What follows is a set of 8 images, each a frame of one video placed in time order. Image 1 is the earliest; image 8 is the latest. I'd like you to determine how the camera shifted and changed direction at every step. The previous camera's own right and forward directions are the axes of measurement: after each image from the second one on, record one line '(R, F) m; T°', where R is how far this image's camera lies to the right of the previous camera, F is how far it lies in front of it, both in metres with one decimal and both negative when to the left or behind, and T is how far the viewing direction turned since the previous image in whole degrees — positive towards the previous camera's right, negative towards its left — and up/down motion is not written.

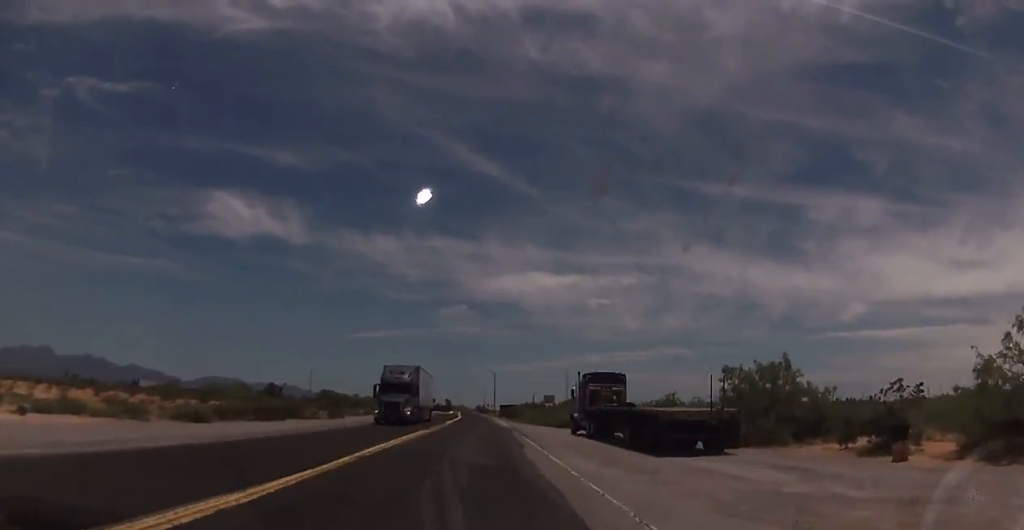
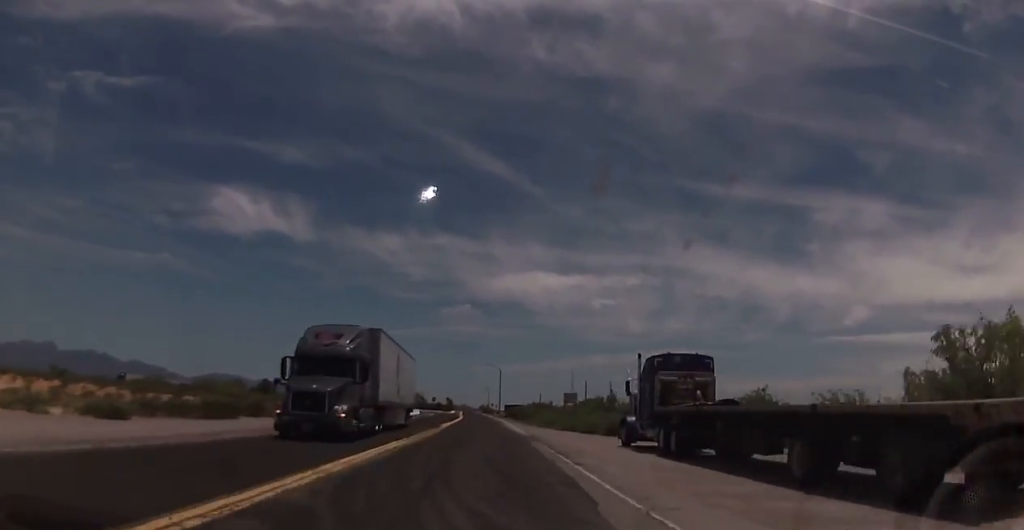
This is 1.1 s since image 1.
(-0.2, +13.2) m; -2°
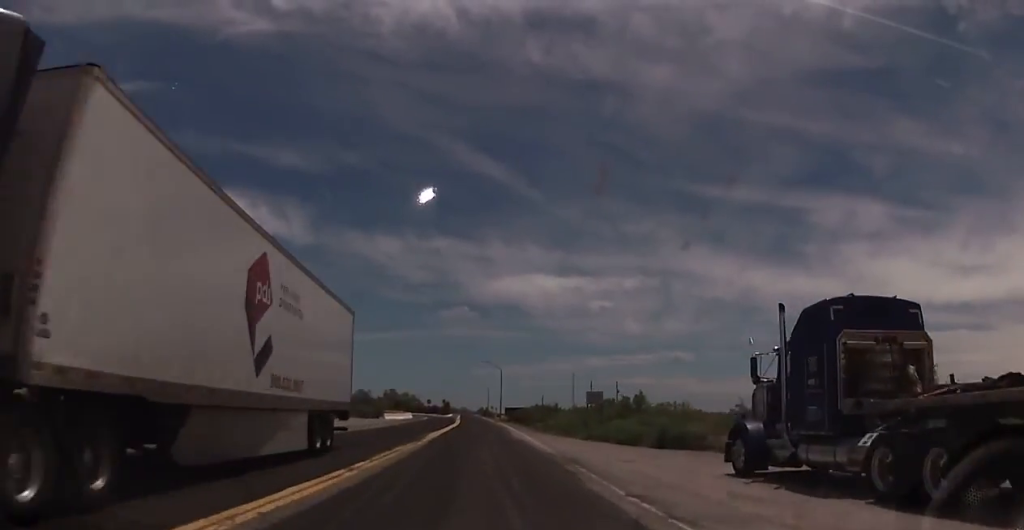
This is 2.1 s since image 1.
(-0.2, +12.0) m; +1°
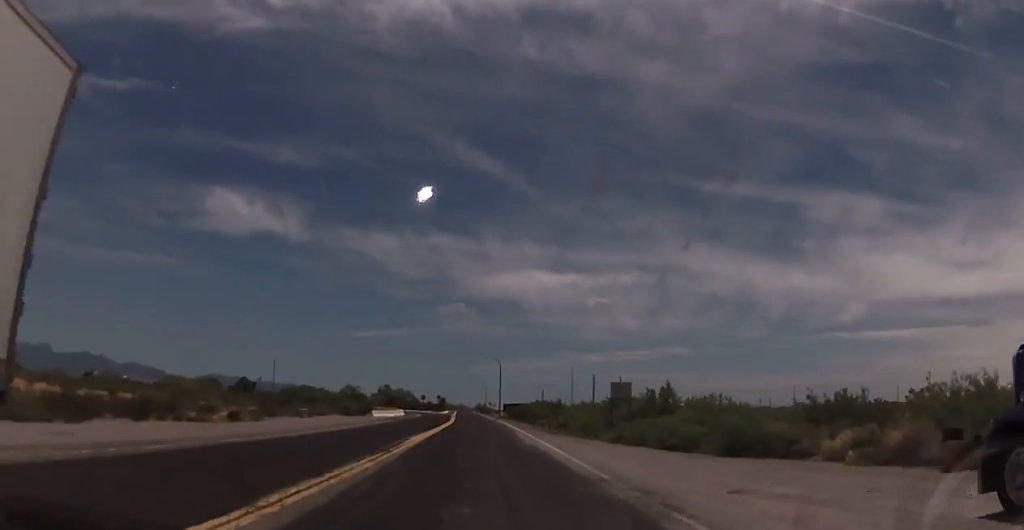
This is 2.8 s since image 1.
(+0.2, +8.8) m; +1°
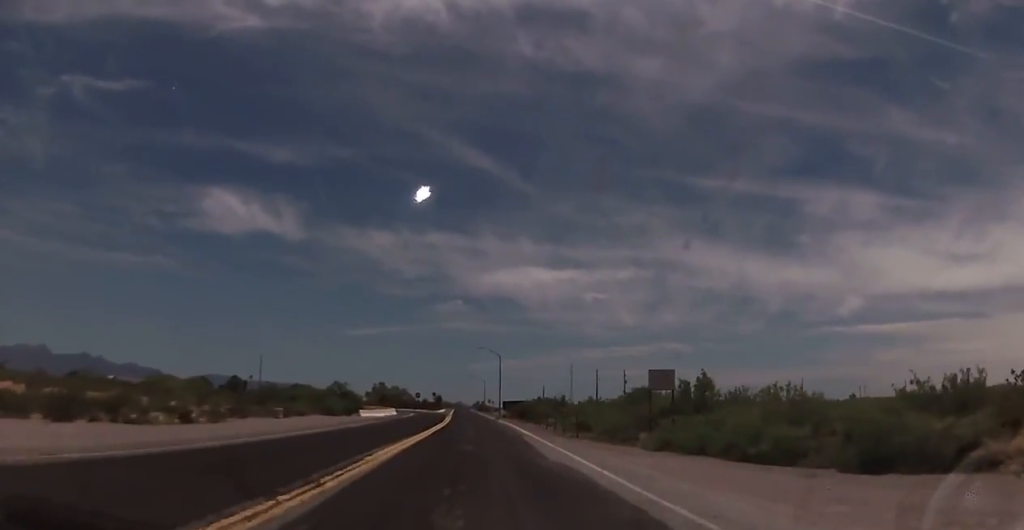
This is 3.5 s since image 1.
(+0.2, +8.4) m; 0°
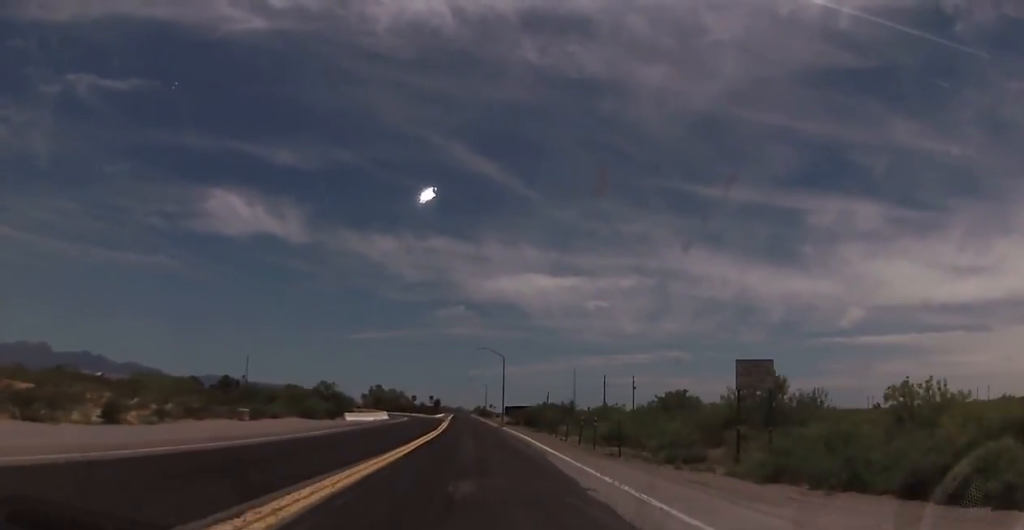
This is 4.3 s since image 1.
(-0.2, +9.5) m; -2°
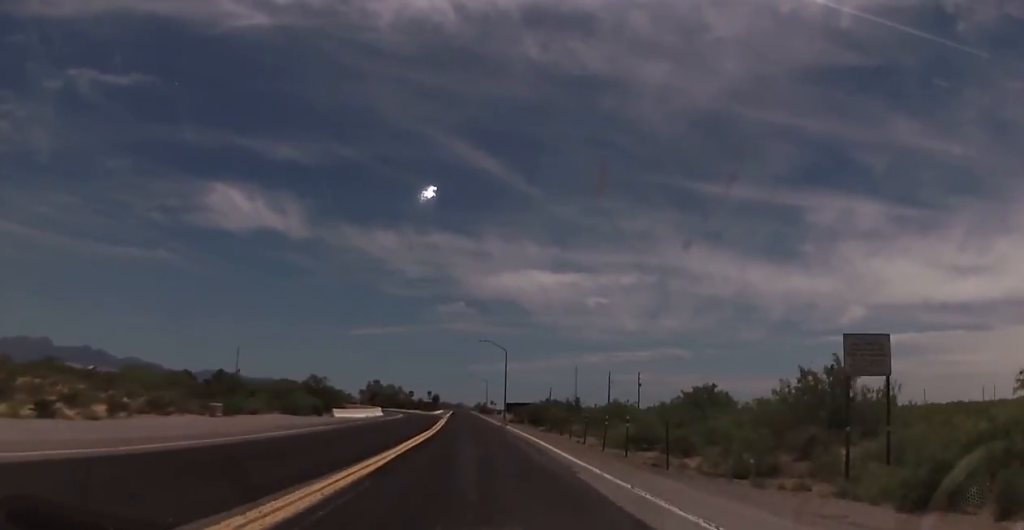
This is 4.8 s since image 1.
(-0.1, +5.8) m; 0°
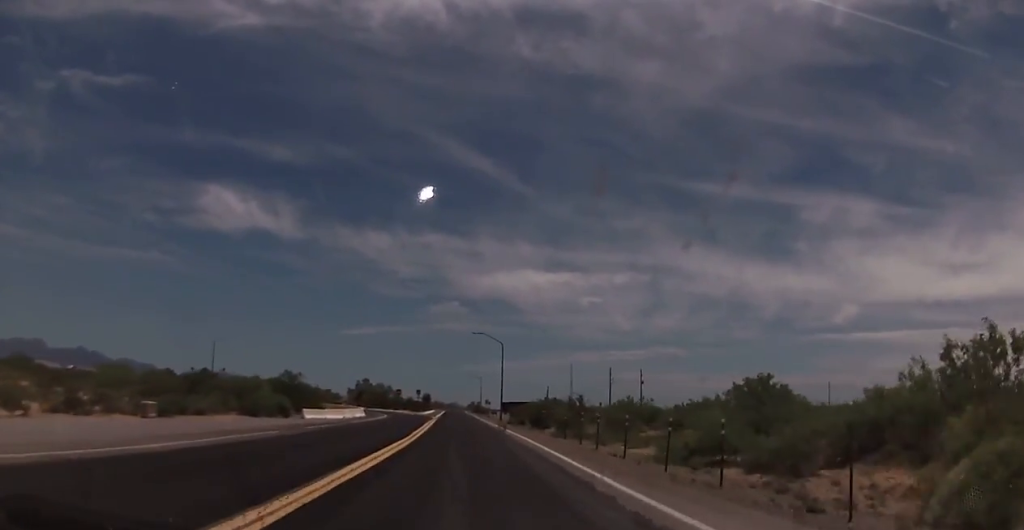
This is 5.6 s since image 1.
(0.0, +9.2) m; +1°
